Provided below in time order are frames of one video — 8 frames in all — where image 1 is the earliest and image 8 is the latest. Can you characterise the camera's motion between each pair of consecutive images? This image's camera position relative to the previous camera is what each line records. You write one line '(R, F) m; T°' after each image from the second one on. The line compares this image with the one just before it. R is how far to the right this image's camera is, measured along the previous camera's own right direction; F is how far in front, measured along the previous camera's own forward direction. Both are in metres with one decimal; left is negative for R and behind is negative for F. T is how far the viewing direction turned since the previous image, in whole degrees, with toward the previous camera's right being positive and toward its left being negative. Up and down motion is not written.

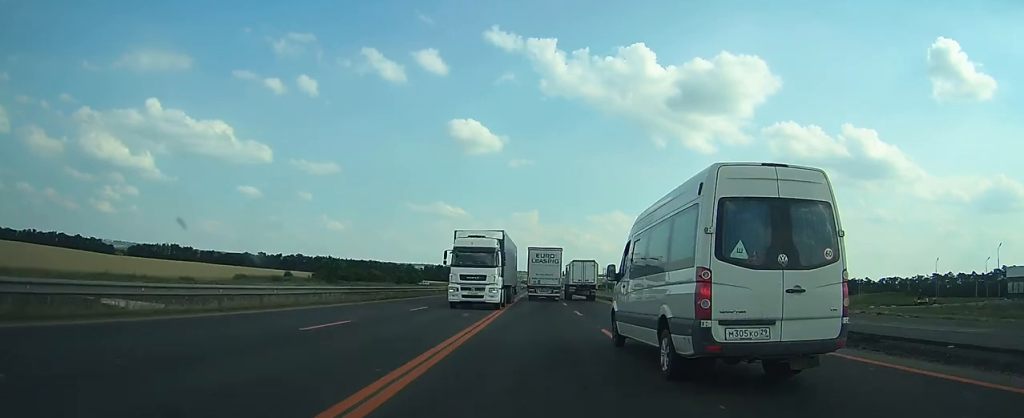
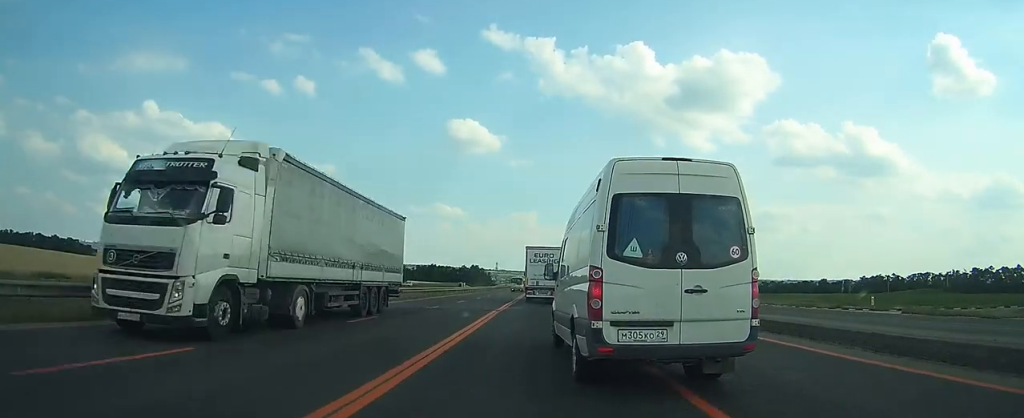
(-0.1, +33.4) m; 0°
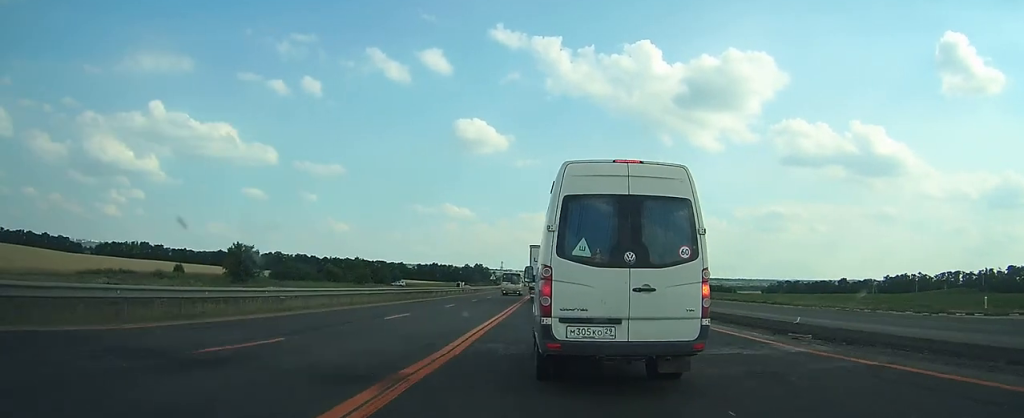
(-0.1, +22.3) m; 0°
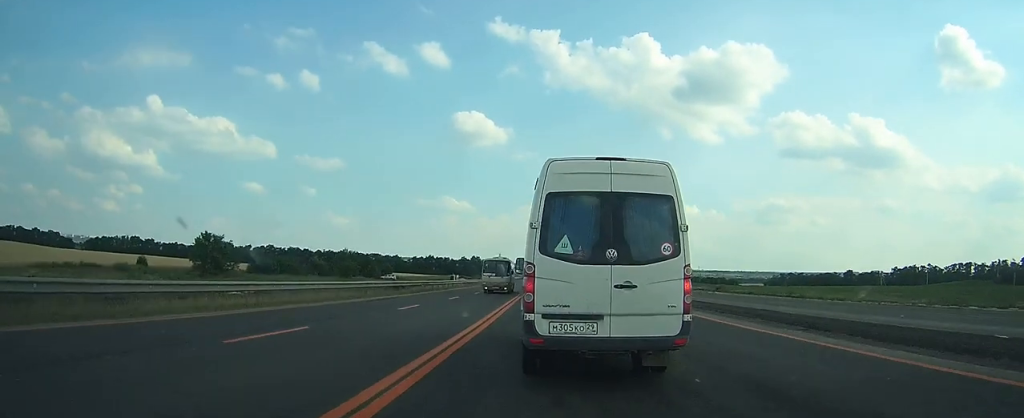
(-0.2, +11.5) m; +1°
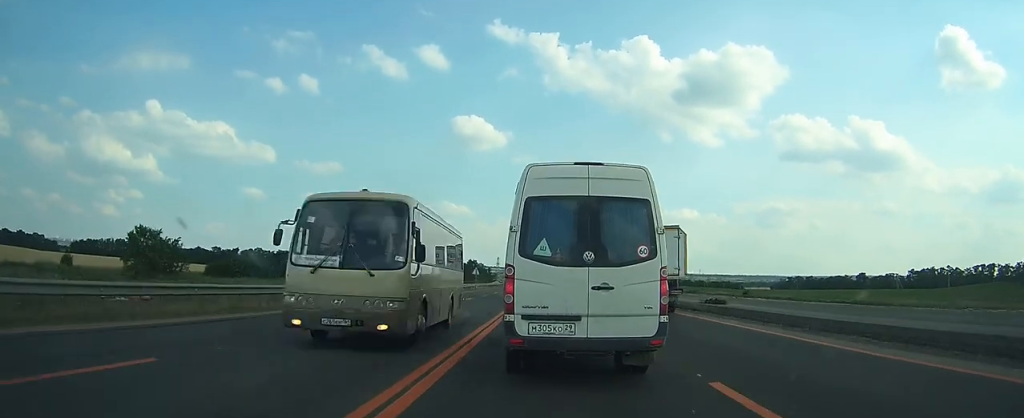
(+0.4, +19.2) m; +1°
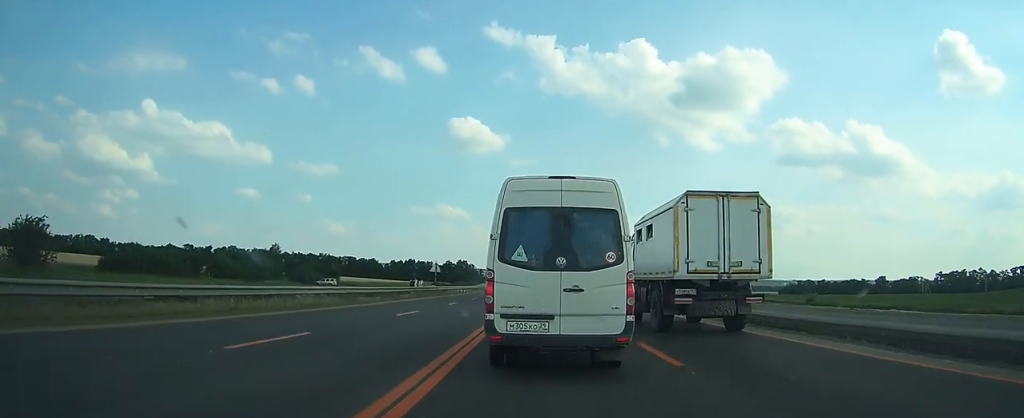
(+0.1, +32.6) m; -1°
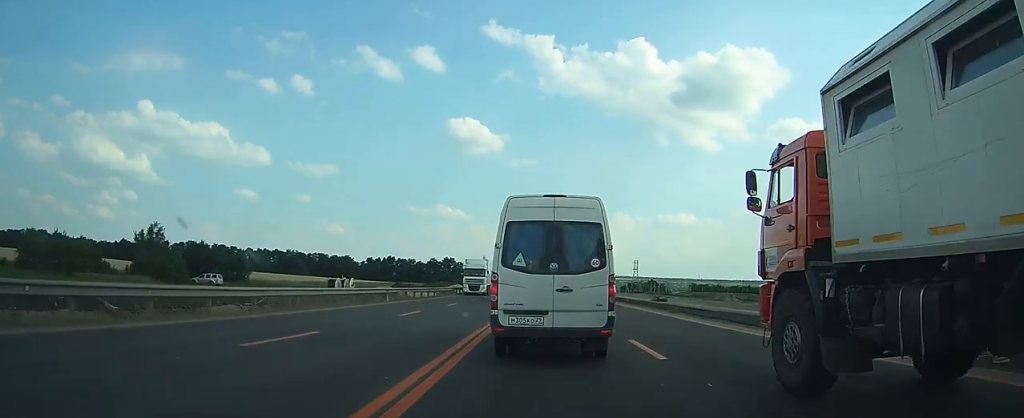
(-0.5, +49.4) m; 0°
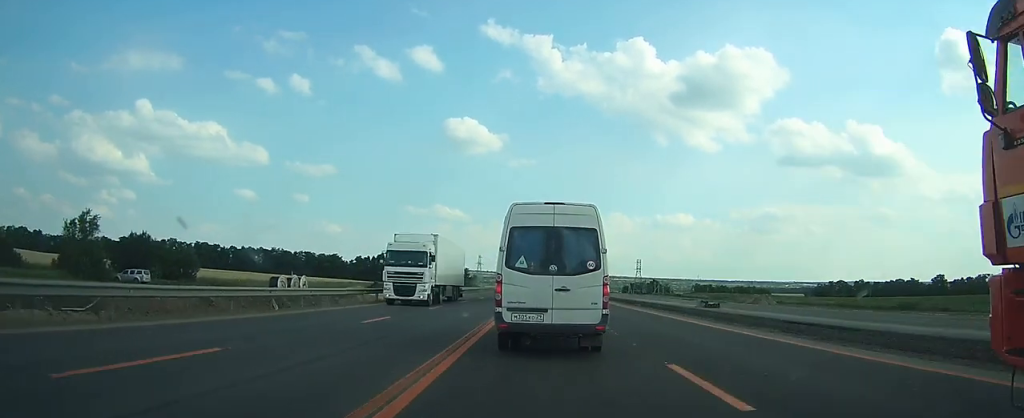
(0.0, +16.7) m; 0°
